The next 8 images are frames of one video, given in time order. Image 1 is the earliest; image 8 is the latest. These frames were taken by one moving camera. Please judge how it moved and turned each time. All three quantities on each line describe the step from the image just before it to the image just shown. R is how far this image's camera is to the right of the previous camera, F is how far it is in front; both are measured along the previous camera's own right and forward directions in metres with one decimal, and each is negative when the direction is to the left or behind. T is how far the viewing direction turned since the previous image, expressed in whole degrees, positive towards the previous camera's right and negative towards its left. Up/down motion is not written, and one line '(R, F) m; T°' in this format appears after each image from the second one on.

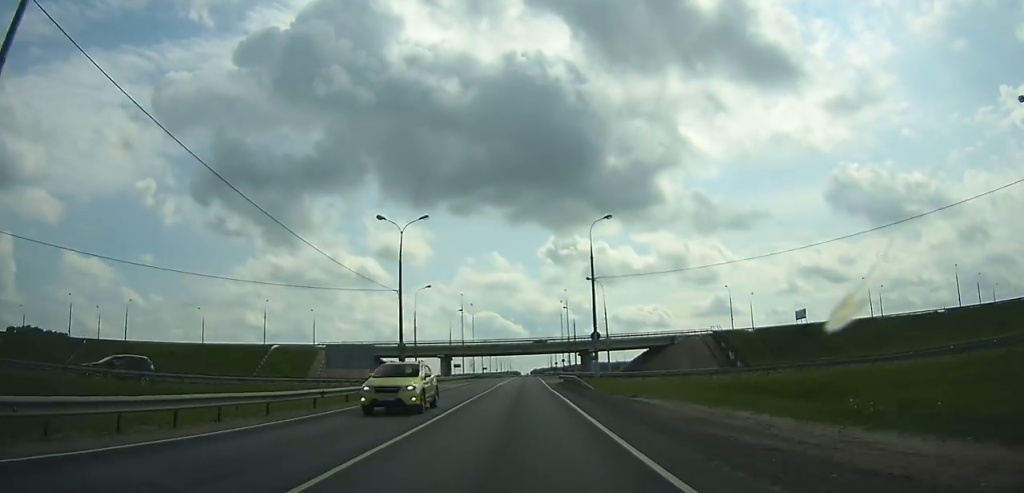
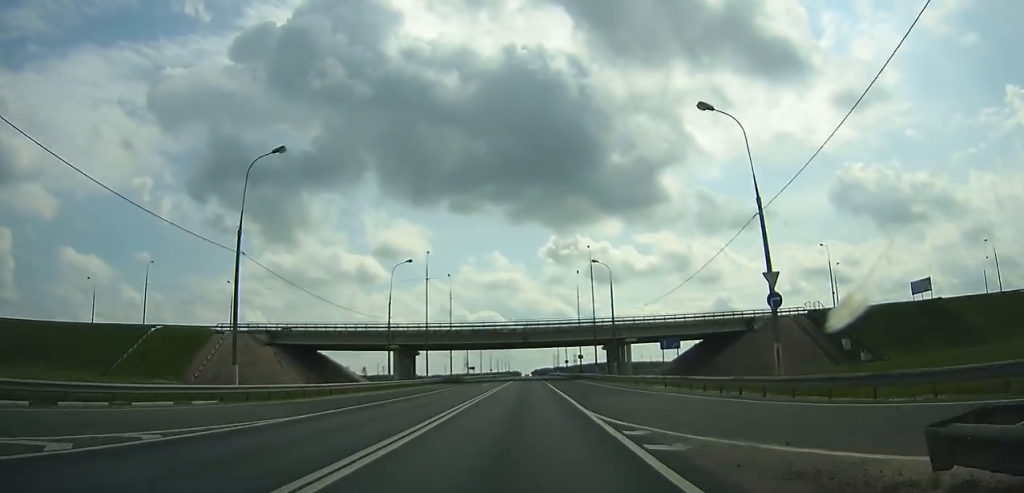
(0.0, +47.7) m; 0°
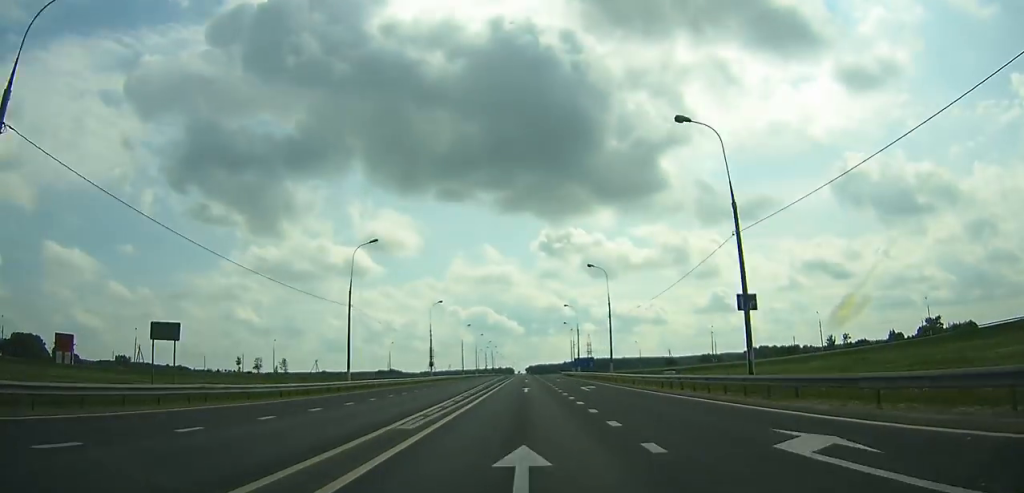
(+0.1, +119.0) m; 0°
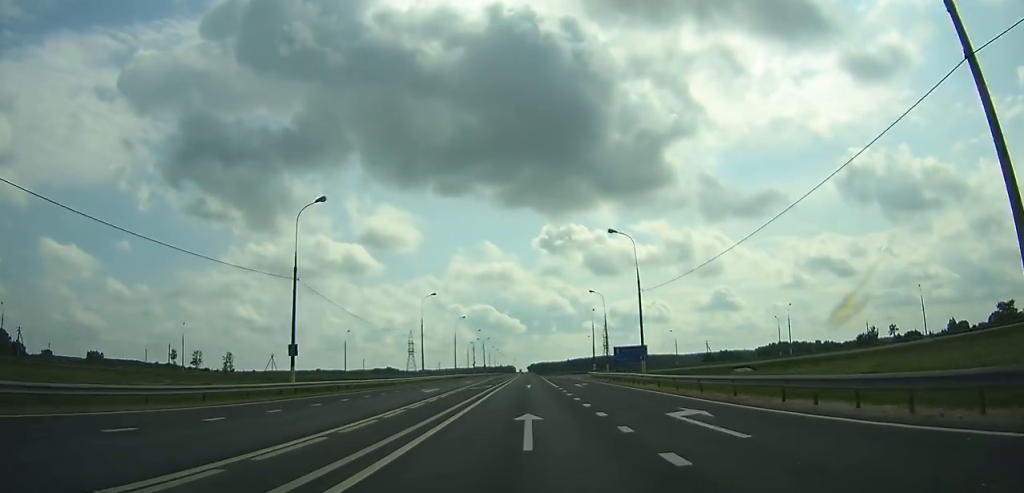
(+0.1, +51.8) m; 0°
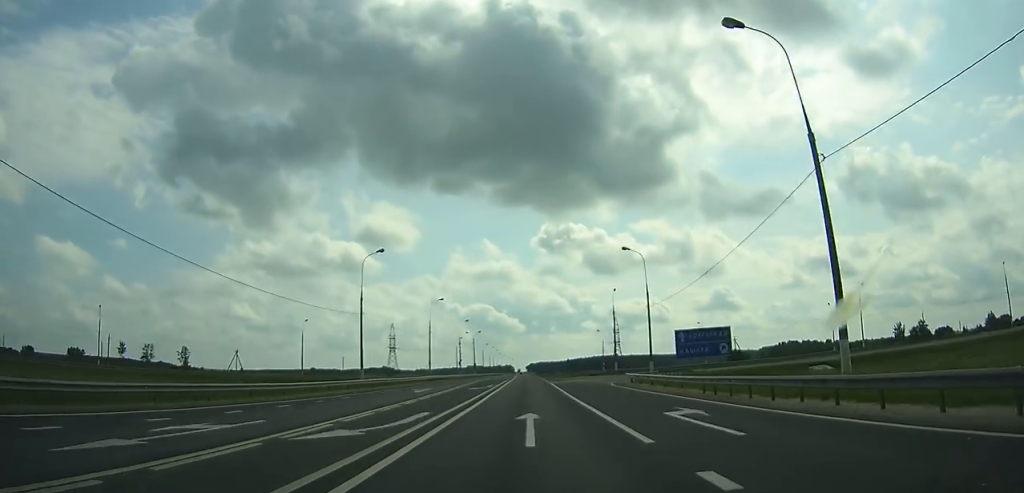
(0.0, +29.6) m; 0°
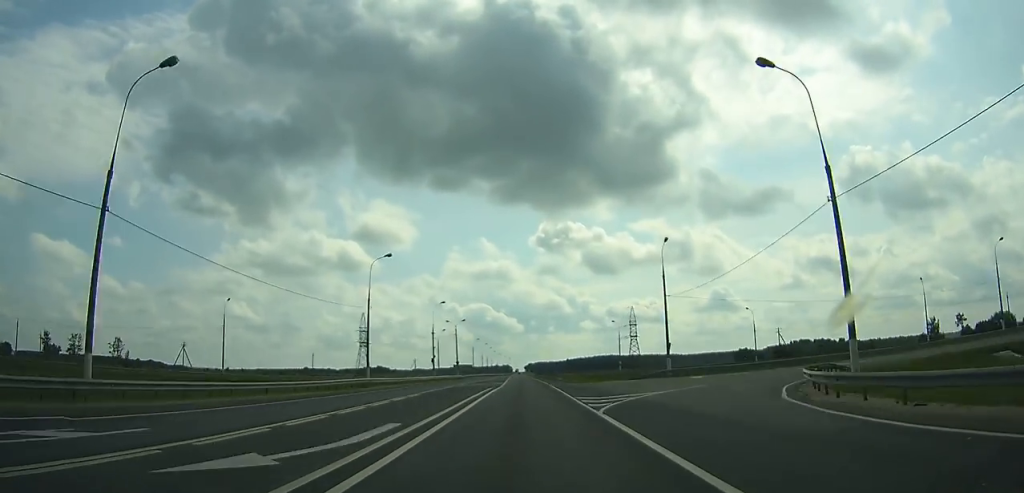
(+0.1, +32.3) m; 0°
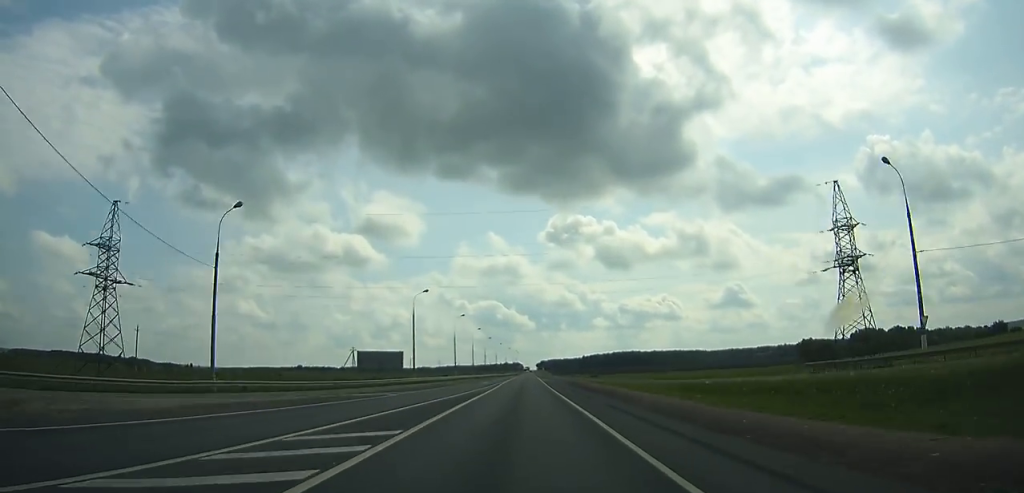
(-0.5, +107.2) m; -1°
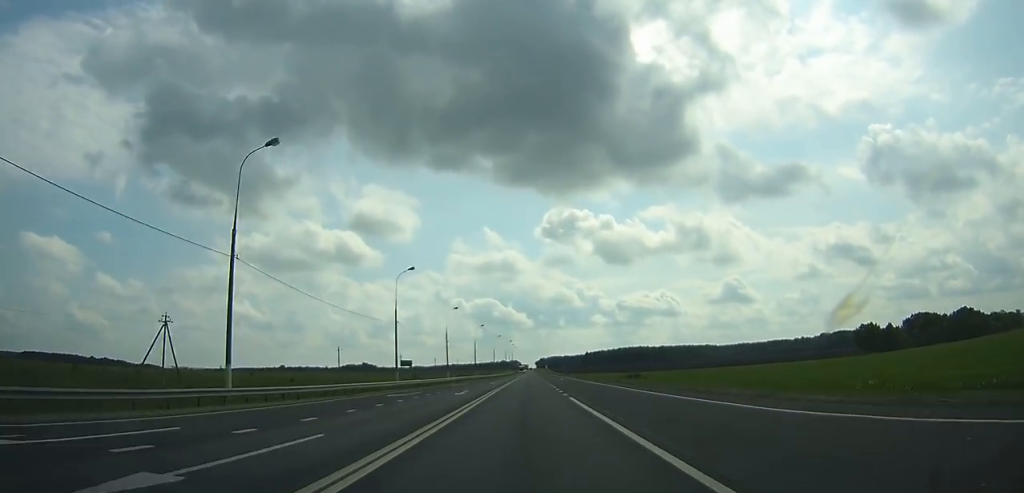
(-0.5, +85.3) m; 0°
